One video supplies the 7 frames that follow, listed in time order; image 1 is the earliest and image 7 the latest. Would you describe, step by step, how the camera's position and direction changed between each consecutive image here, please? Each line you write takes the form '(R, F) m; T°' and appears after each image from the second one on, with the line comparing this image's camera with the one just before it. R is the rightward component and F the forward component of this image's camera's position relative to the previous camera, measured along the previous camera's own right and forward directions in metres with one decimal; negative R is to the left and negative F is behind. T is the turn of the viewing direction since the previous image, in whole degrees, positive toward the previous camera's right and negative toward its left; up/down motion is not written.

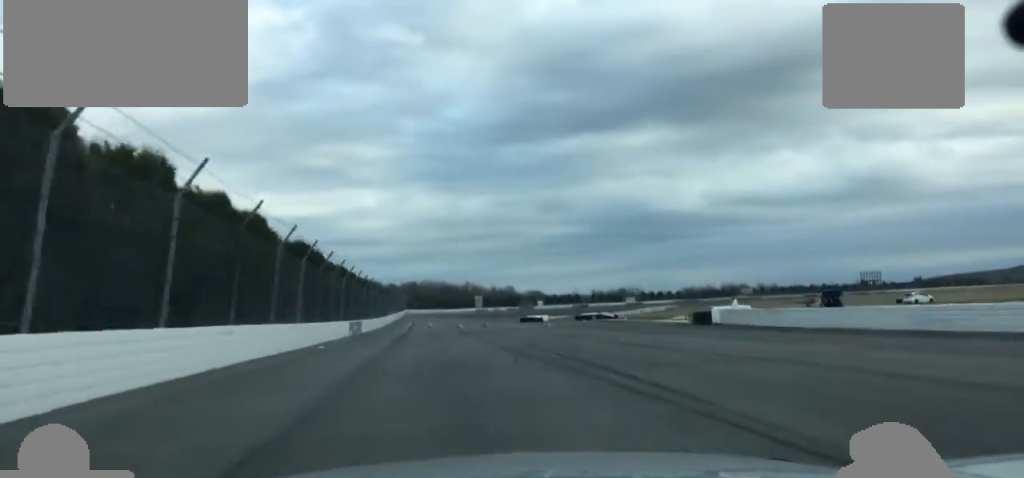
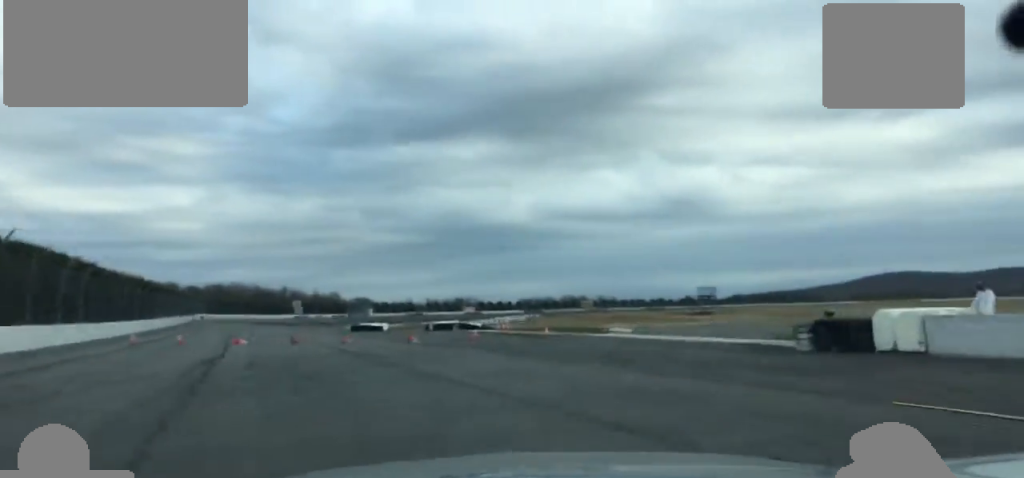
(+2.4, +43.7) m; +13°
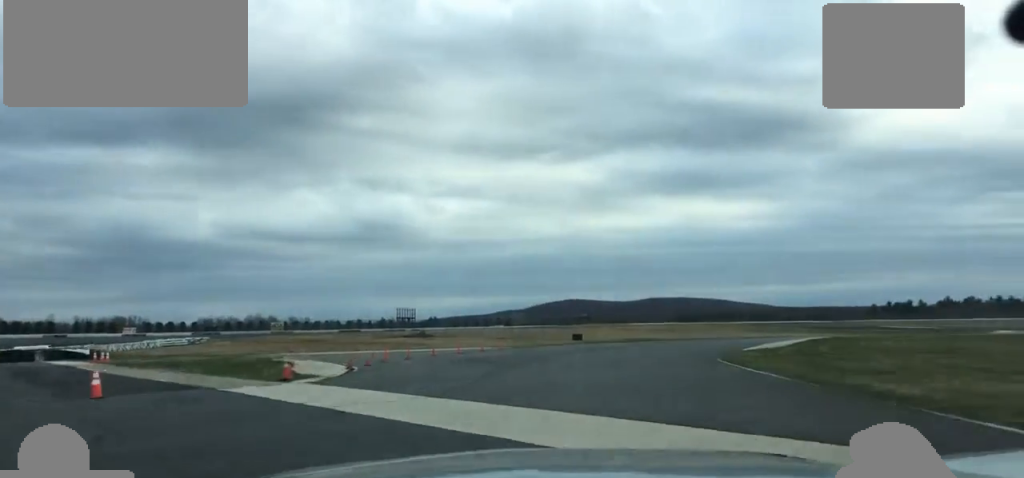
(+6.4, +35.4) m; +20°
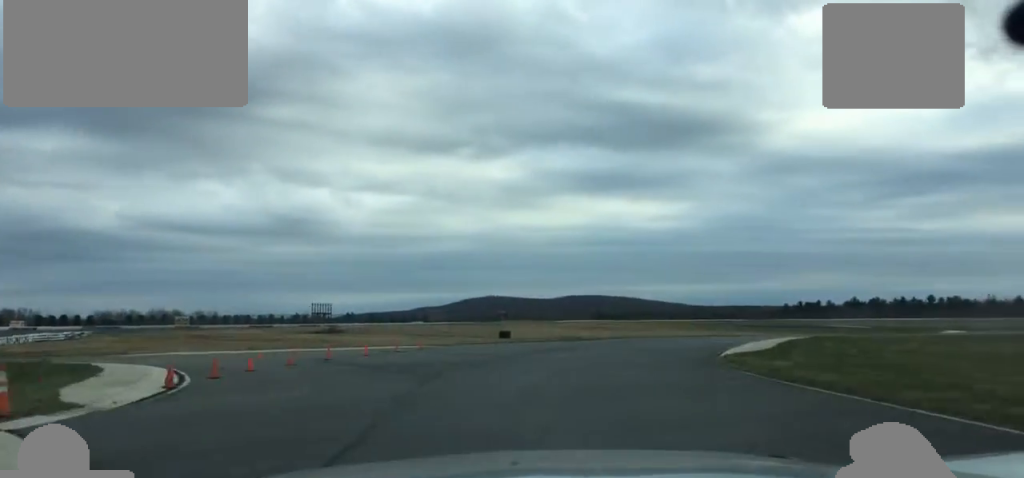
(+0.9, +9.6) m; +6°
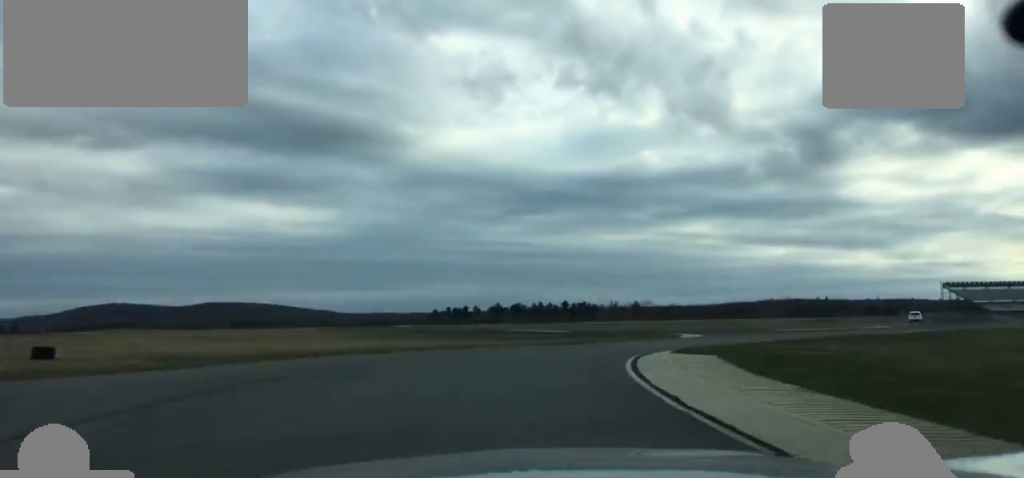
(+5.5, +31.1) m; +21°
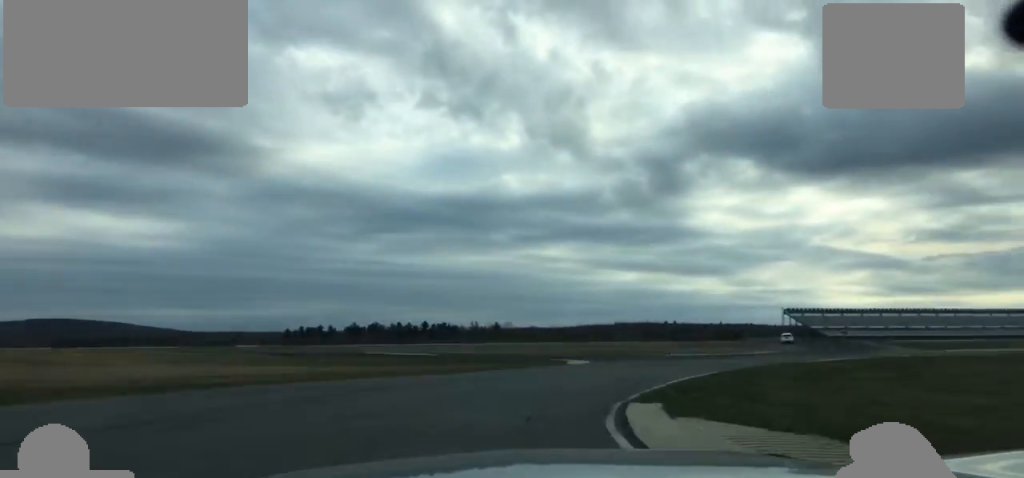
(+1.4, +12.1) m; +9°
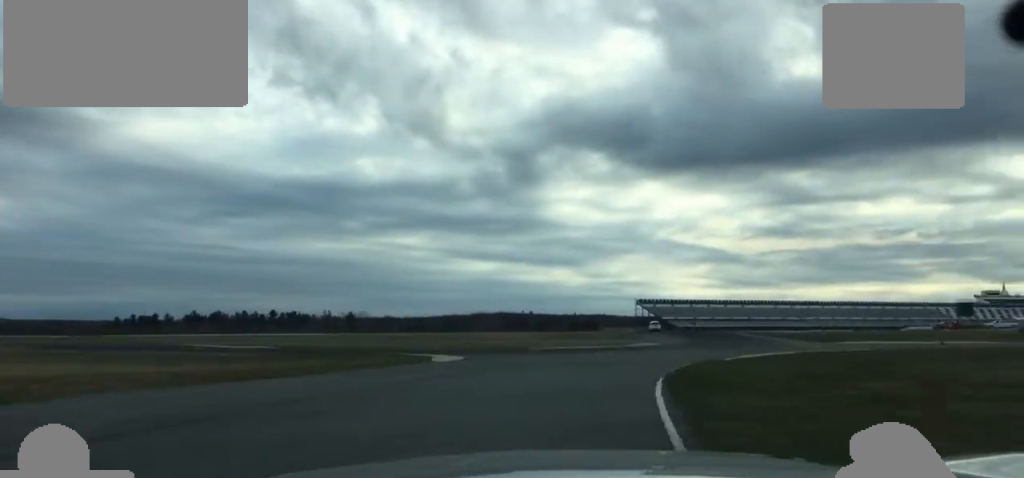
(+0.4, +12.4) m; +10°
